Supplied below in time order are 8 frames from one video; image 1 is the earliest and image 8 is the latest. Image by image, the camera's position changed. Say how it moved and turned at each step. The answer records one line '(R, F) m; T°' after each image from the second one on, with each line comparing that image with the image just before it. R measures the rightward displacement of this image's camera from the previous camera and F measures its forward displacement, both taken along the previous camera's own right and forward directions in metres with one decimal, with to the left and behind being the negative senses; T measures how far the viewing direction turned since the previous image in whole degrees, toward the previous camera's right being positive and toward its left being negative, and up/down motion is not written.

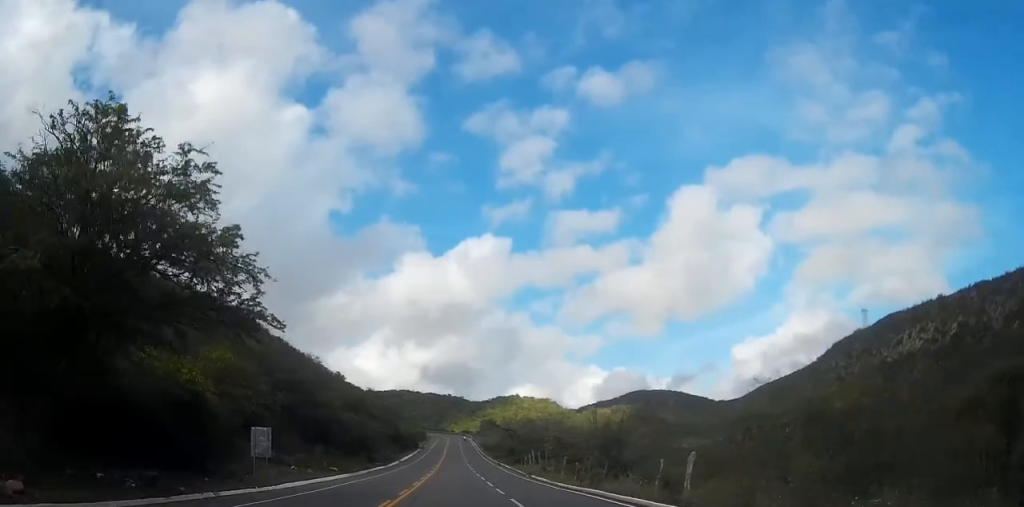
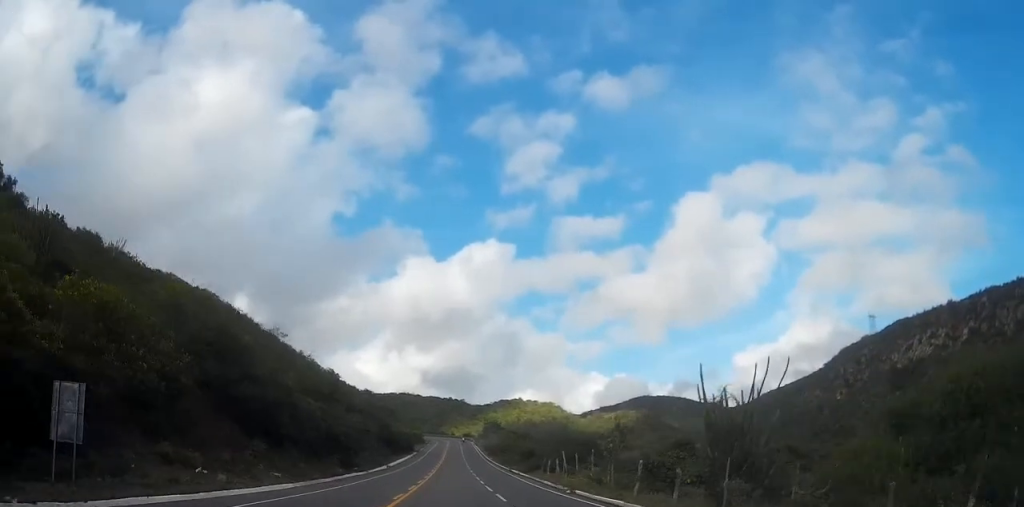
(0.0, +18.4) m; 0°
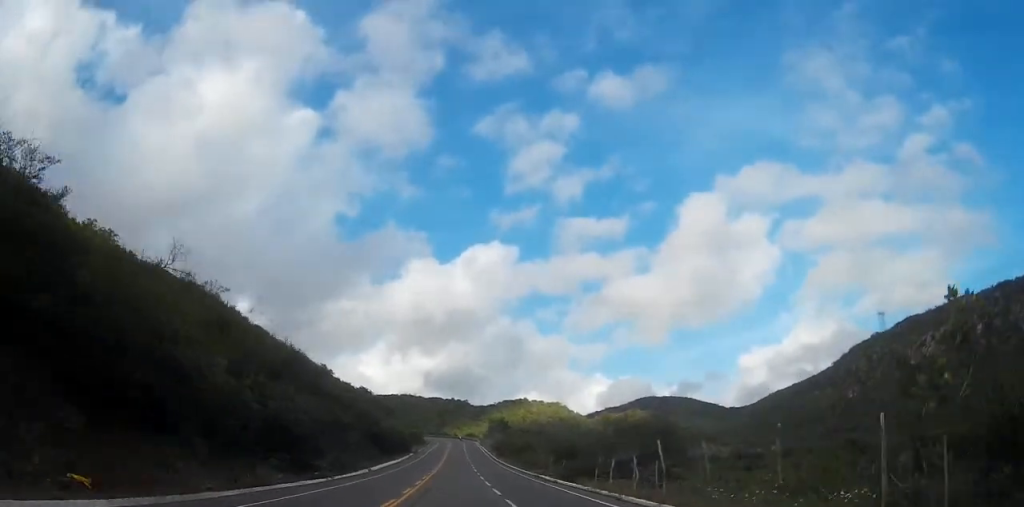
(-0.1, +21.4) m; 0°
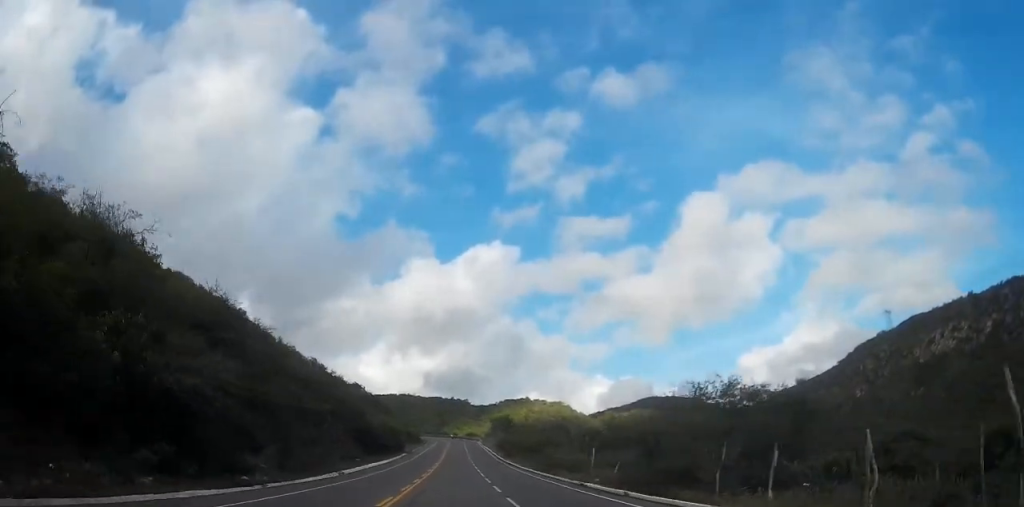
(0.0, +17.4) m; 0°
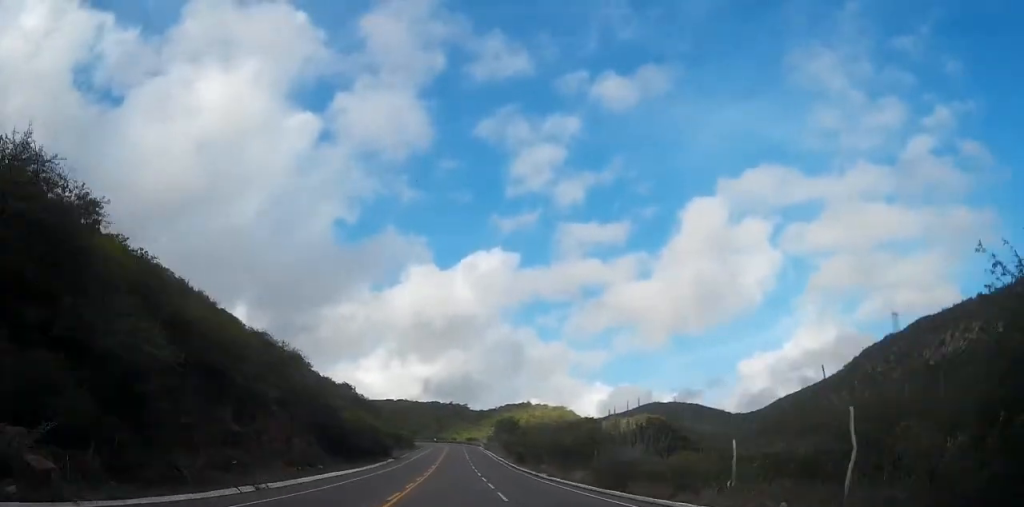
(0.0, +21.0) m; 0°
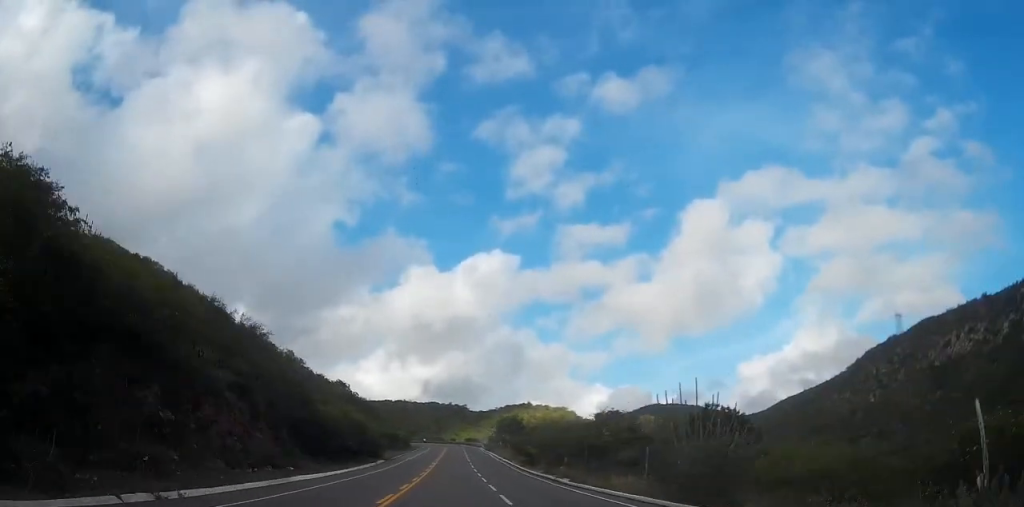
(0.0, +10.5) m; 0°
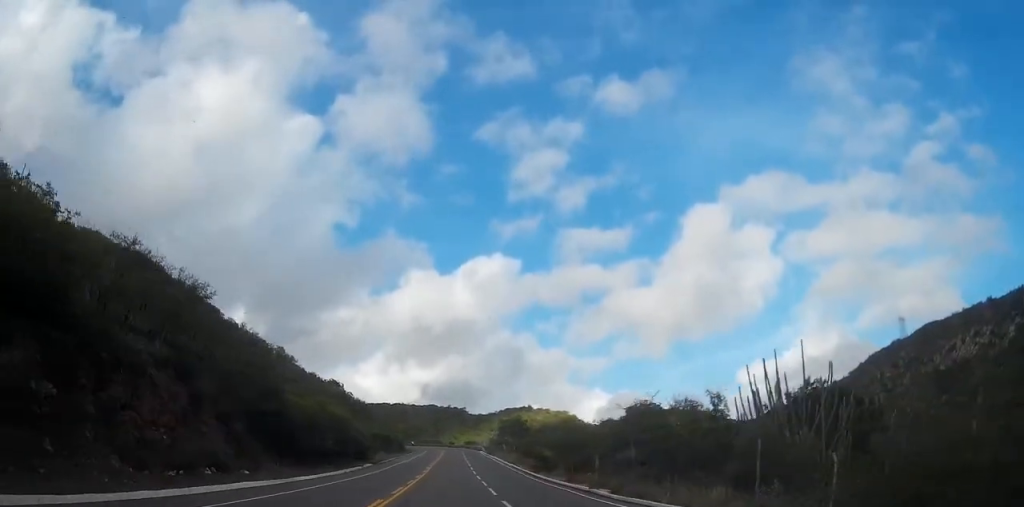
(+0.1, +10.5) m; 0°
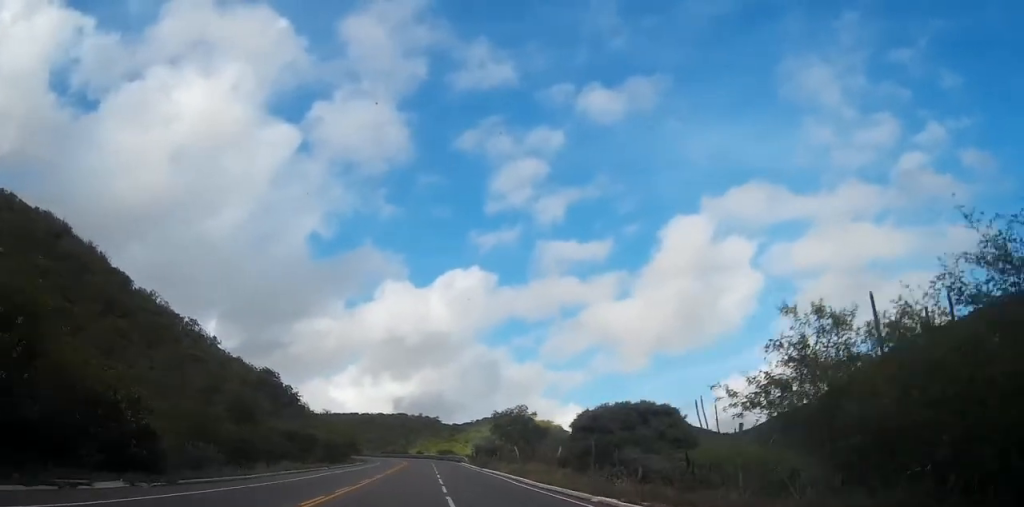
(+0.2, +50.2) m; 0°
